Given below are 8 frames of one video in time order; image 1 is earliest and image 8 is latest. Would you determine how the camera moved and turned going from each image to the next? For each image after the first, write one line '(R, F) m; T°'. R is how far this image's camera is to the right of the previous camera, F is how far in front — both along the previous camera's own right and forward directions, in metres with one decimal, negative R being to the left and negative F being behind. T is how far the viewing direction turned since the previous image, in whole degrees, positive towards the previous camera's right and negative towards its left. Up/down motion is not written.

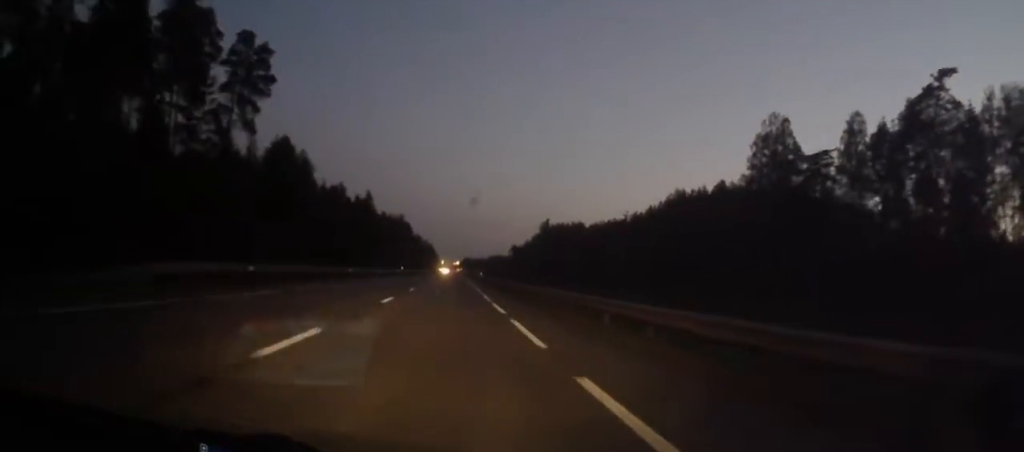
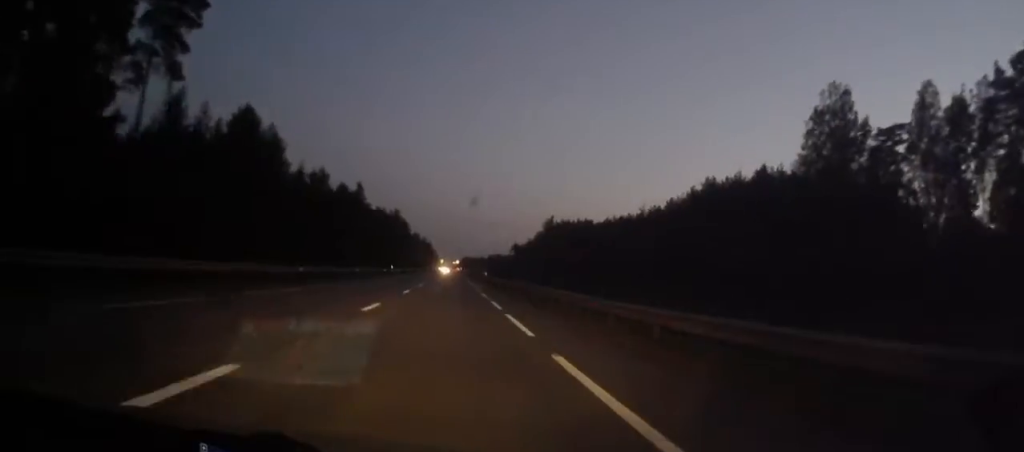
(0.0, +16.3) m; 0°
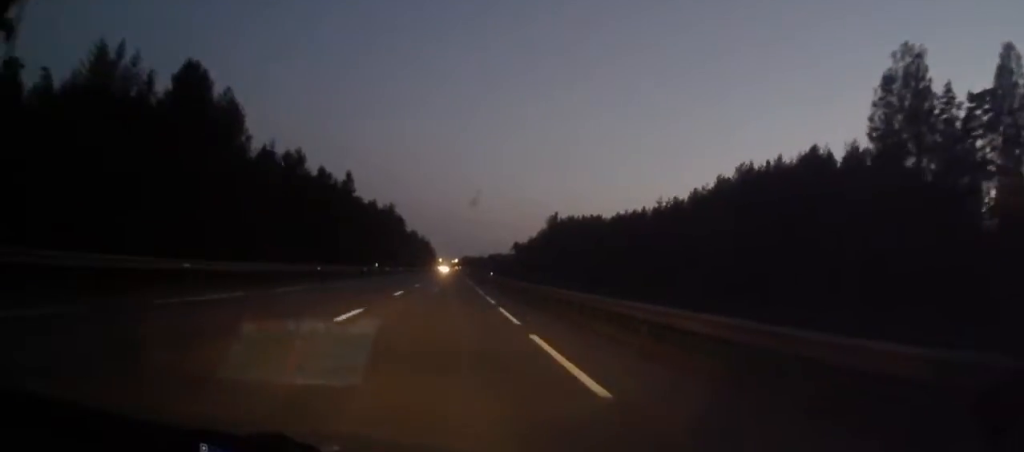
(+0.1, +15.4) m; 0°
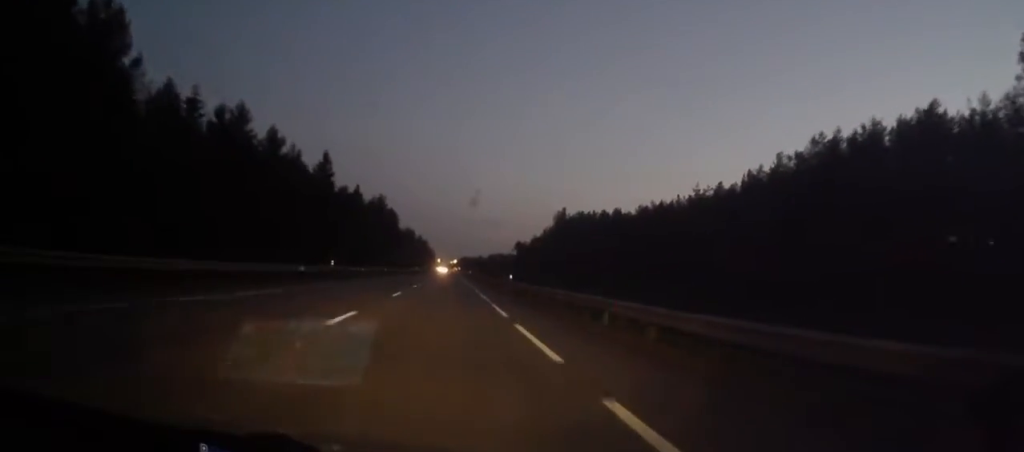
(0.0, +24.9) m; -1°
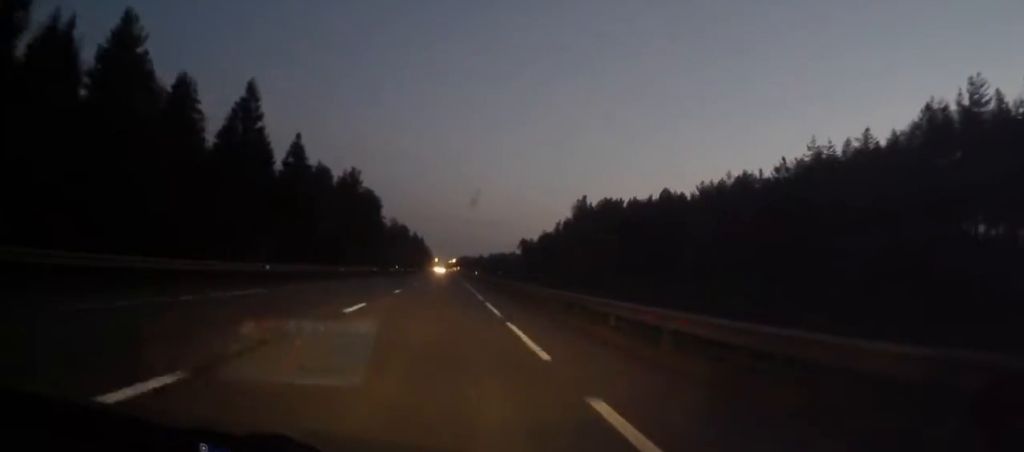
(-1.8, +45.5) m; +2°
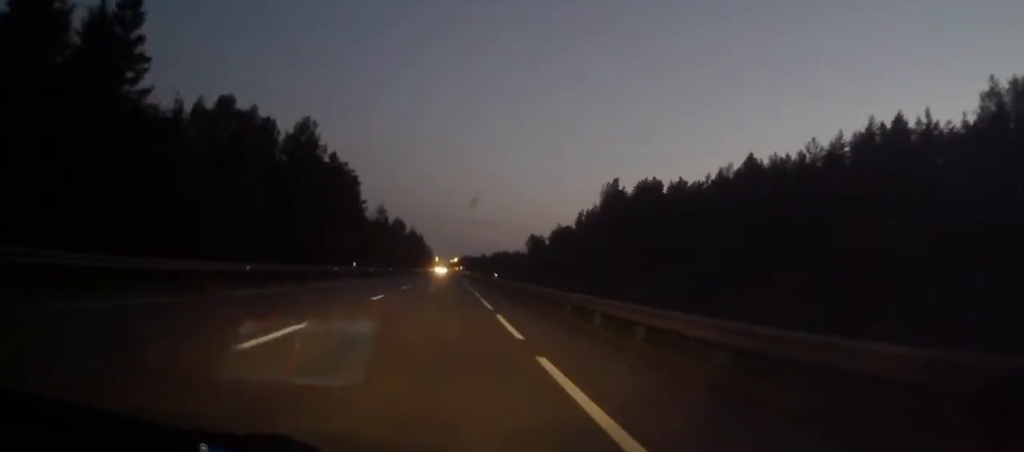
(+2.7, +42.6) m; +1°
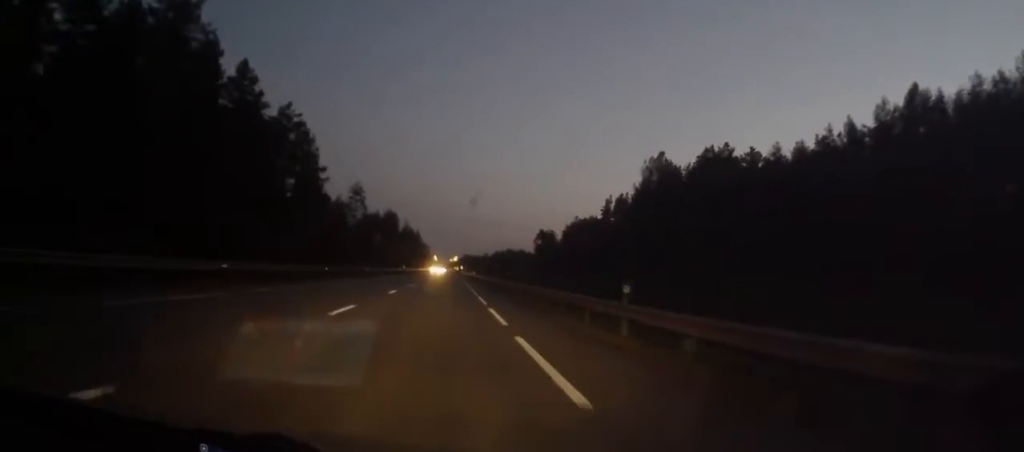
(-0.9, +42.5) m; -1°
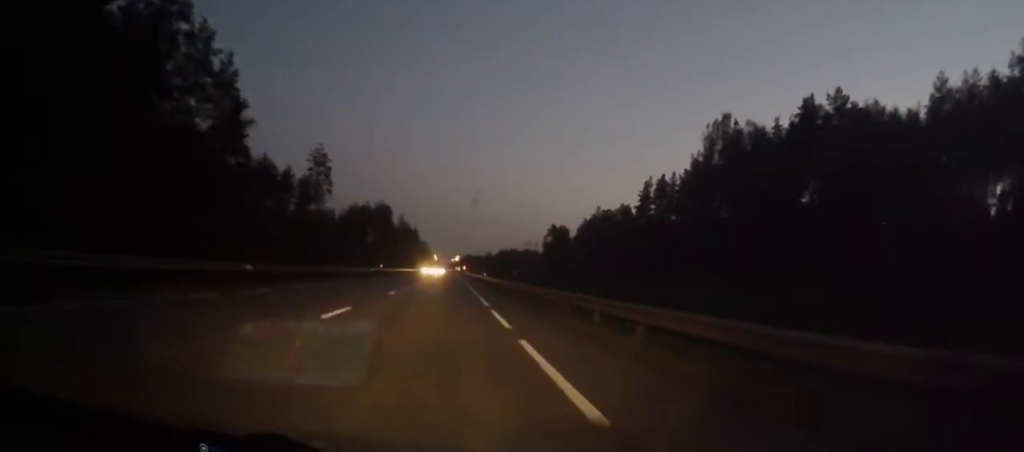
(-0.3, +36.7) m; -1°
